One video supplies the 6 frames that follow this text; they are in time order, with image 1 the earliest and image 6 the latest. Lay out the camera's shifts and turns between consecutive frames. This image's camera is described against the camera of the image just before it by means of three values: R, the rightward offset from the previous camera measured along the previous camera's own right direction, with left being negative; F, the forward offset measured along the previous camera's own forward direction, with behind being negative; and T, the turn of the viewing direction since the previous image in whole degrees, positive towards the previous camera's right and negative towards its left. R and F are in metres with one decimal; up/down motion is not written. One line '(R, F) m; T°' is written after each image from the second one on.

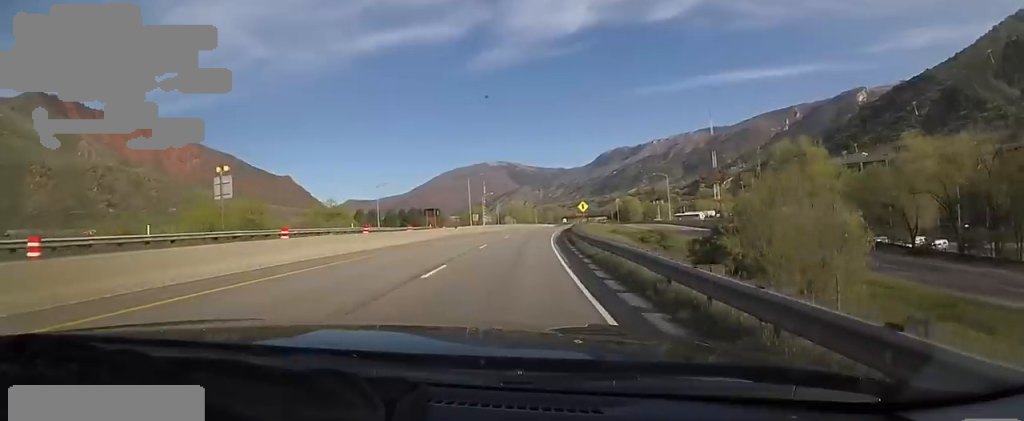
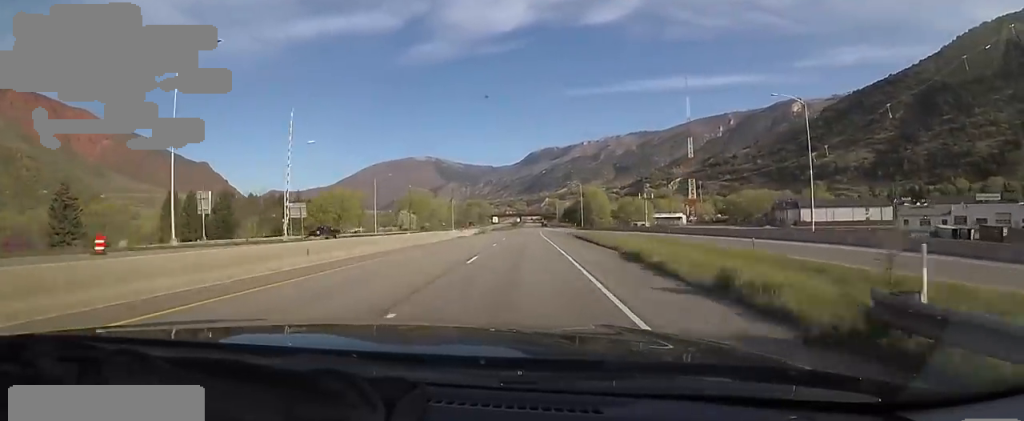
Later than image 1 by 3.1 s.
(+6.6, +80.1) m; +10°
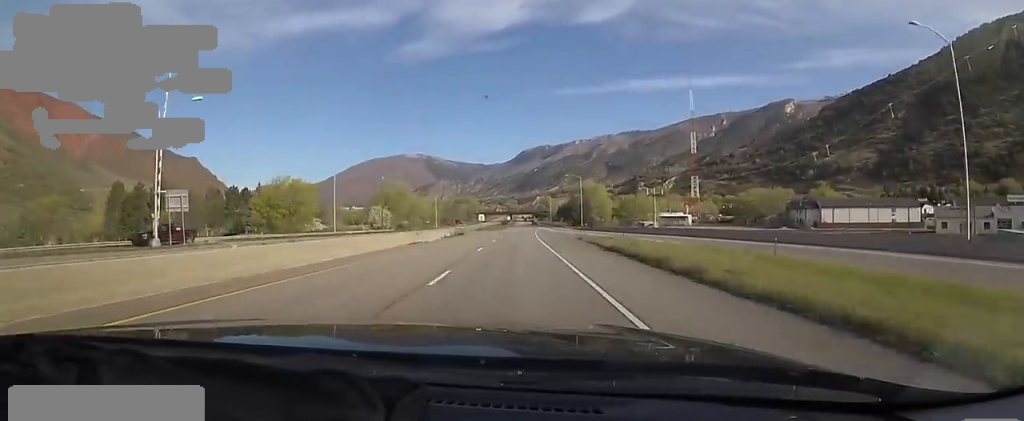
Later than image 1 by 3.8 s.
(+0.5, +17.1) m; 0°
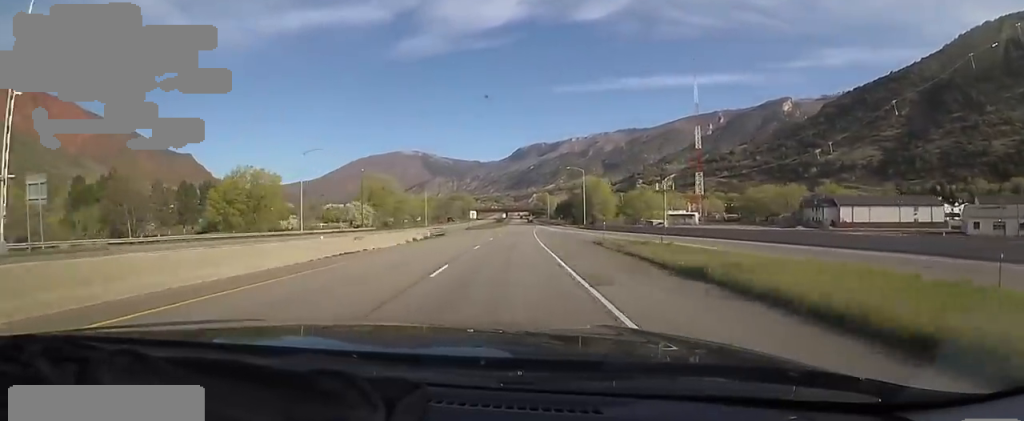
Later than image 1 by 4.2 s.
(-0.4, +11.2) m; 0°
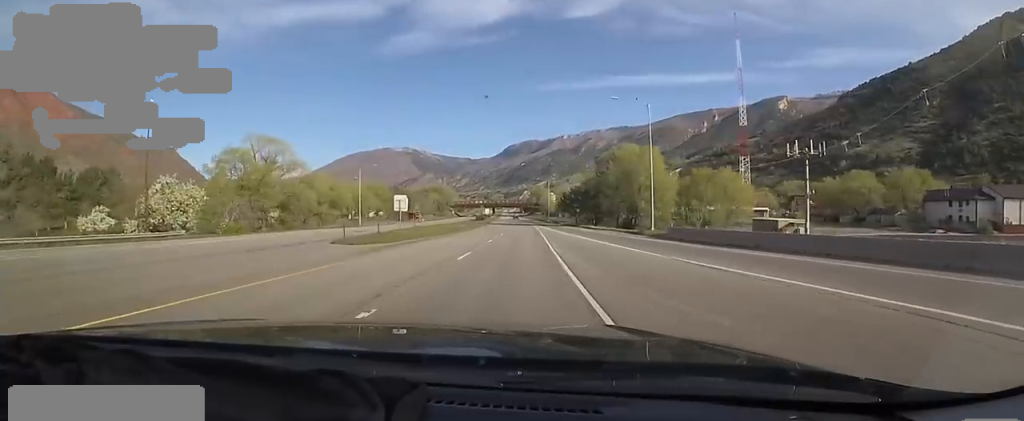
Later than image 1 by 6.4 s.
(+2.2, +56.4) m; +3°
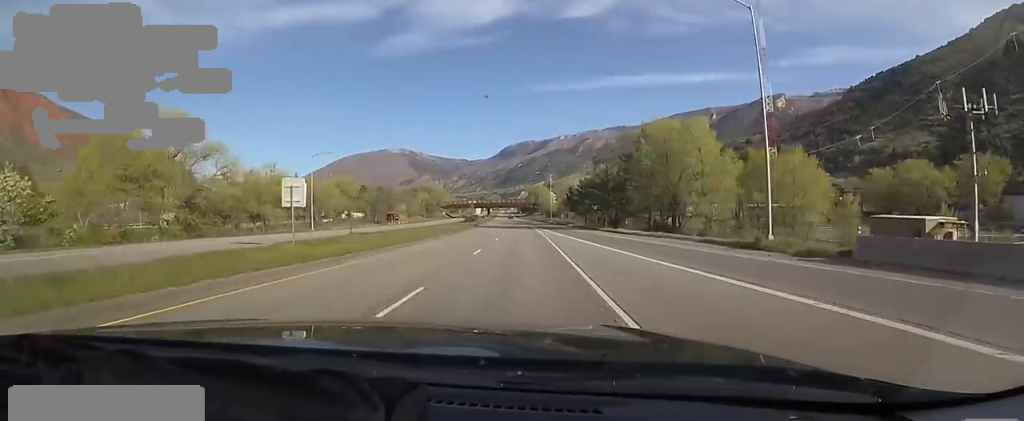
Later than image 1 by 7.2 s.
(-0.4, +22.0) m; -1°
